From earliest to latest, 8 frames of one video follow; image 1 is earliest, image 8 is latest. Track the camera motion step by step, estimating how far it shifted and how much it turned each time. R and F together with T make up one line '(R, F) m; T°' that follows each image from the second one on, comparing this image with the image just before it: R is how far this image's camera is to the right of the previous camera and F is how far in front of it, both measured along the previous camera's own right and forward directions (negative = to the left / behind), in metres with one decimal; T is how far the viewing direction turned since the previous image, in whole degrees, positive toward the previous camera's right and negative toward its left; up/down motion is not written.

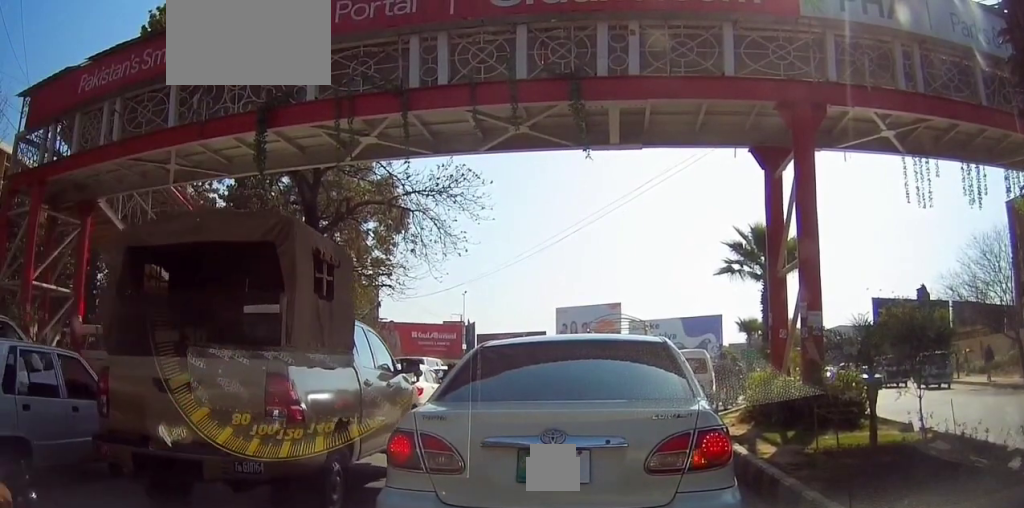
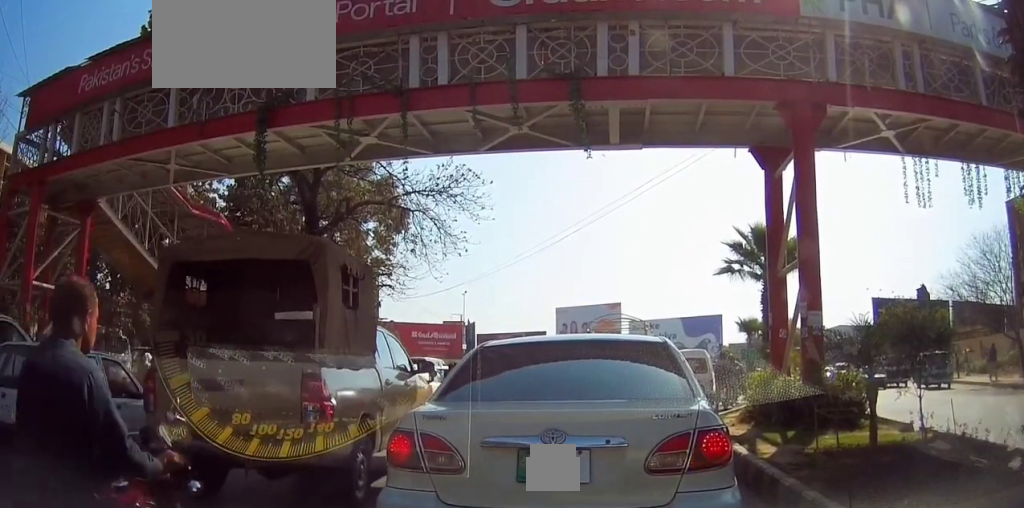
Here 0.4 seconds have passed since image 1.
(0.0, 0.0) m; 0°
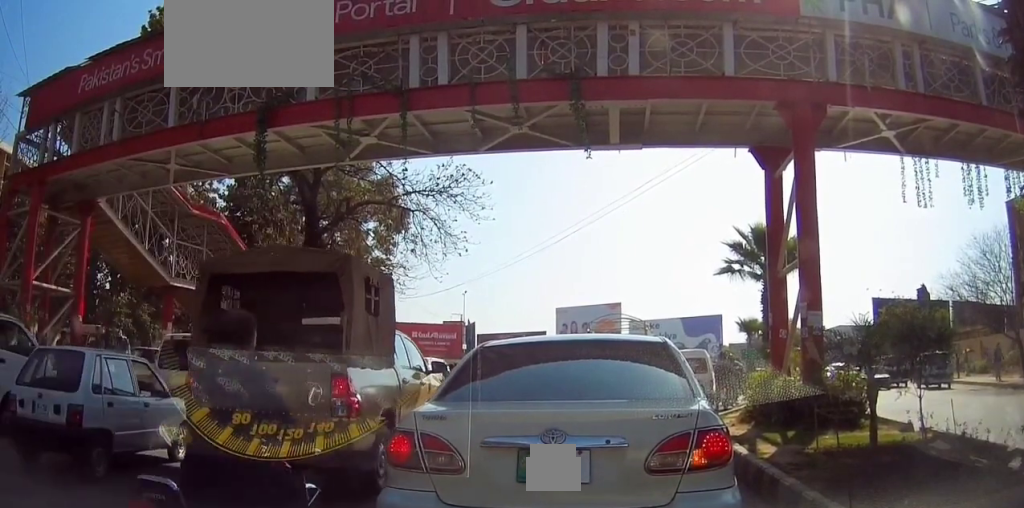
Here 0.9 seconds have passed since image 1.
(0.0, 0.0) m; 0°
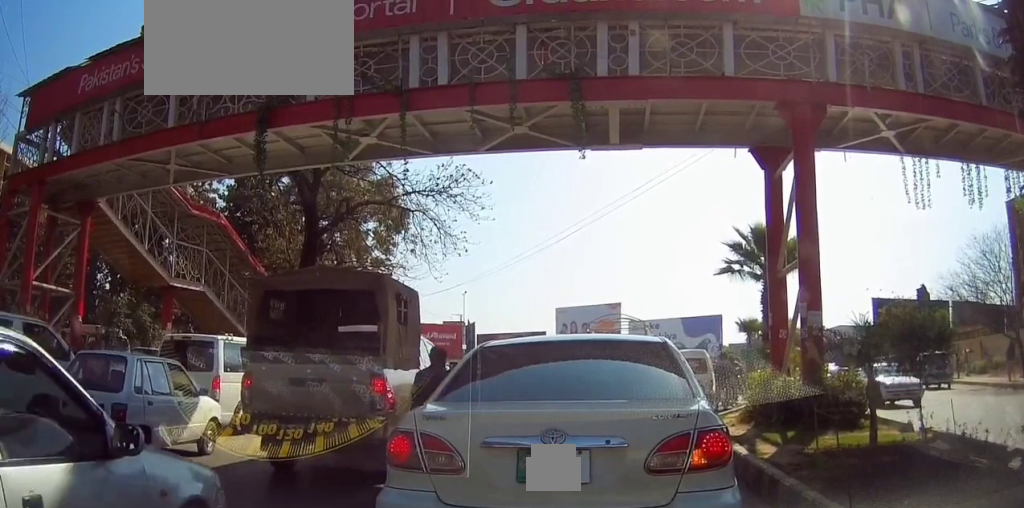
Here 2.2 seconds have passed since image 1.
(0.0, 0.0) m; 0°
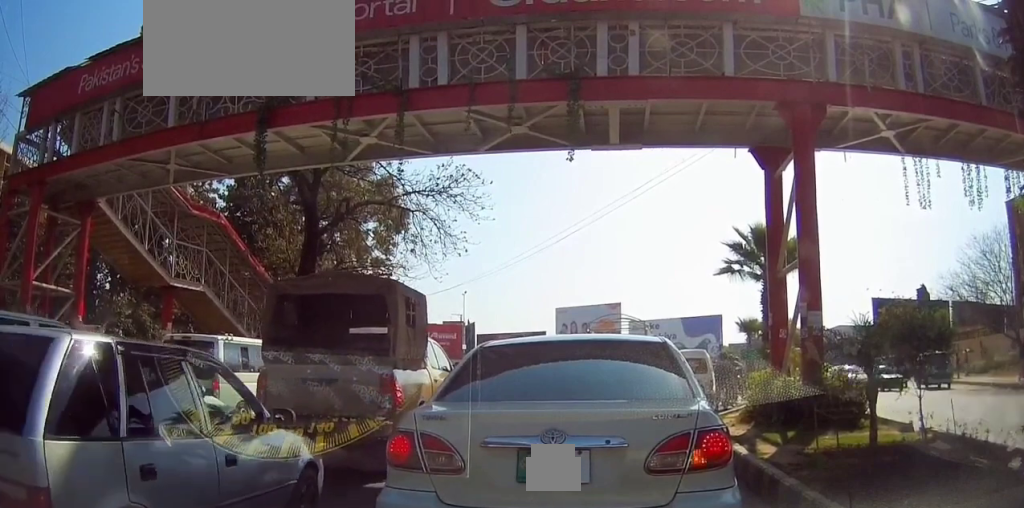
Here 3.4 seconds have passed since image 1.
(0.0, 0.0) m; 0°
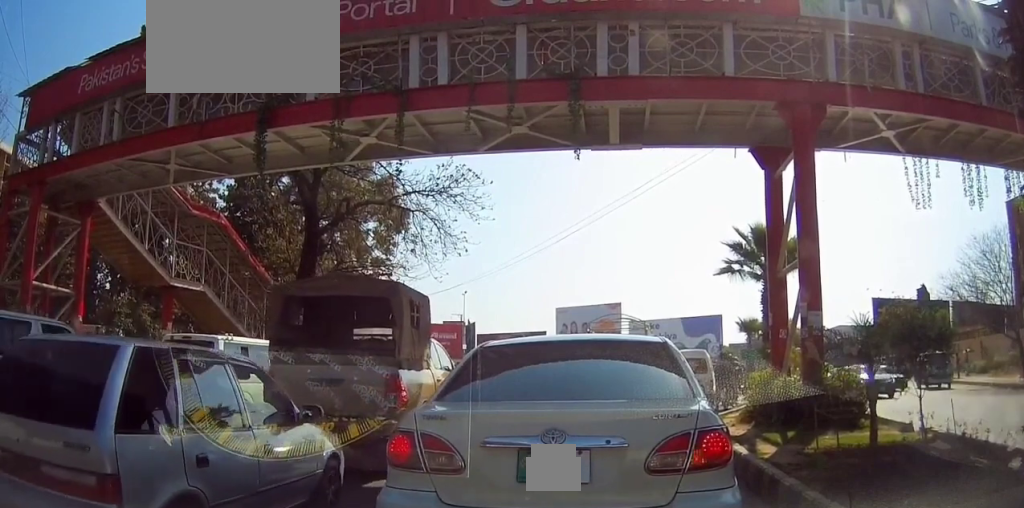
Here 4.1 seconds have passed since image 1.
(0.0, 0.0) m; 0°
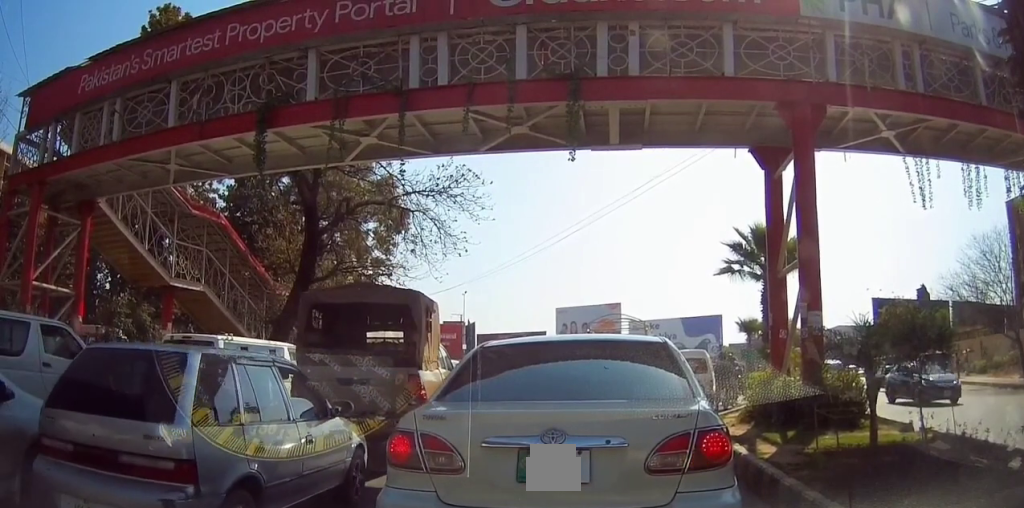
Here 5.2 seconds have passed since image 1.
(0.0, 0.0) m; 0°
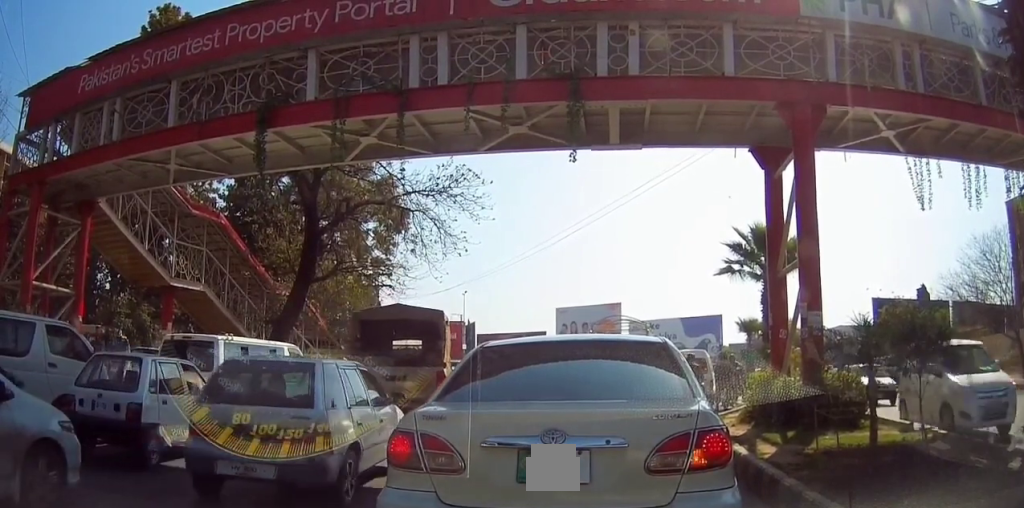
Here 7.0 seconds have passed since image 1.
(0.0, 0.0) m; 0°
